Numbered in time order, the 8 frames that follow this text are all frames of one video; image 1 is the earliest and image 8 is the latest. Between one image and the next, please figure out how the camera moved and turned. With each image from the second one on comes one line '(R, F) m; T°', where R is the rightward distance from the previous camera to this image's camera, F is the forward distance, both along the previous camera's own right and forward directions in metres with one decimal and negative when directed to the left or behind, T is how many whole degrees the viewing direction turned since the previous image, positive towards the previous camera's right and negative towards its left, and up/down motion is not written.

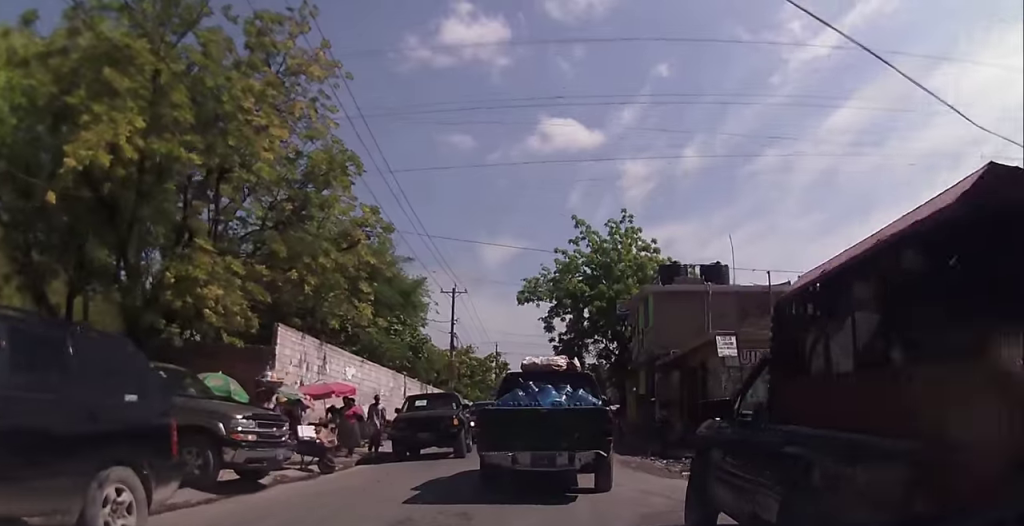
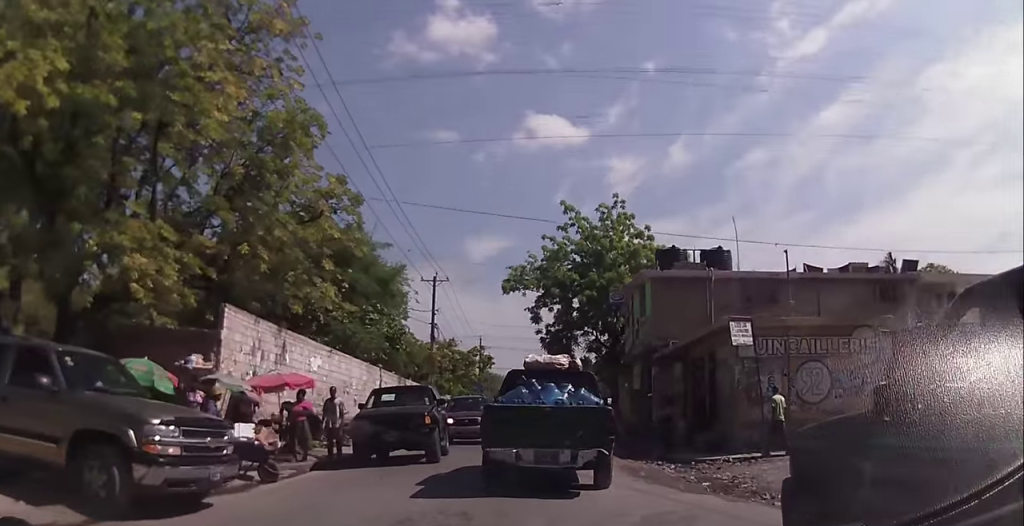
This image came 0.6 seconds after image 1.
(0.0, +2.6) m; -1°
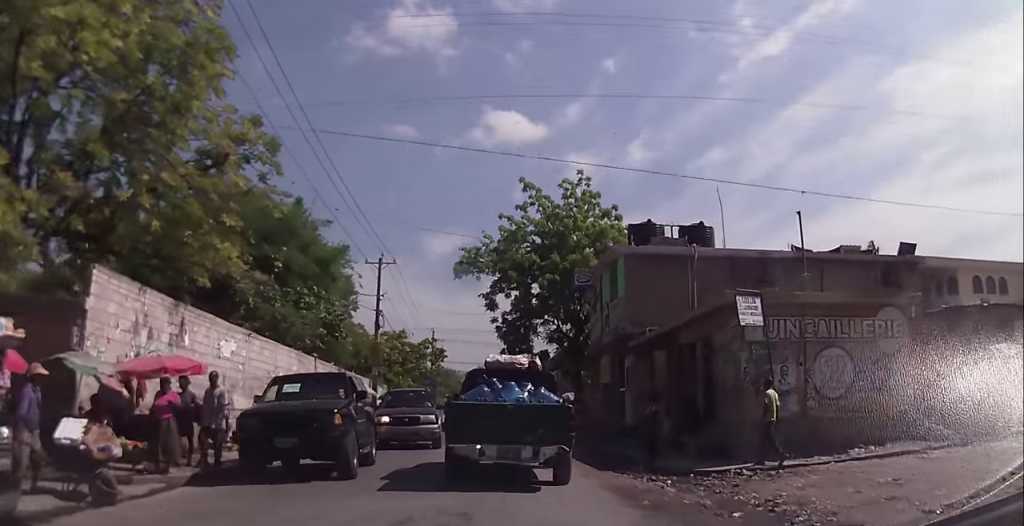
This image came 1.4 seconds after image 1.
(0.0, +4.0) m; +1°
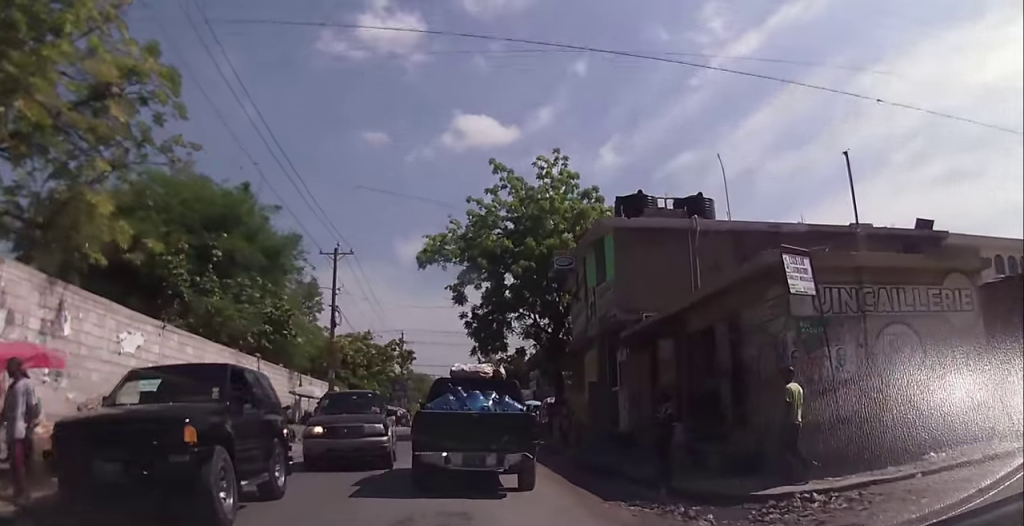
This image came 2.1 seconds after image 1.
(0.0, +4.0) m; +2°
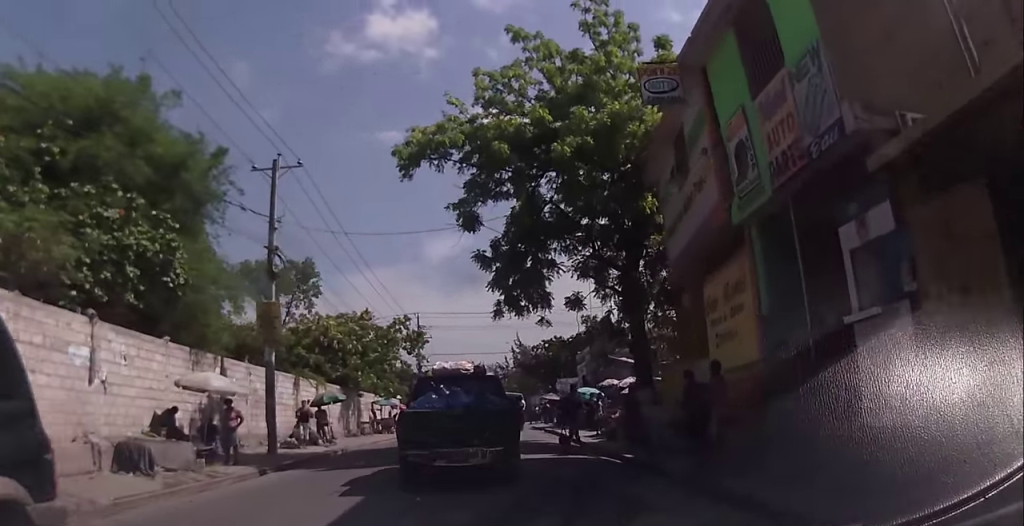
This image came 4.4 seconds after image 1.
(-0.1, +12.8) m; -5°
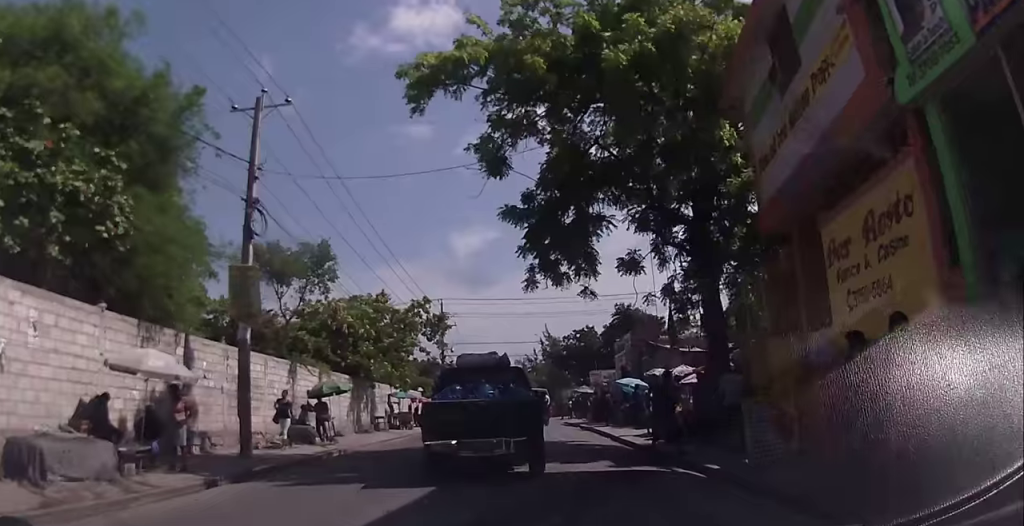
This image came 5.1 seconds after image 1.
(-0.1, +4.1) m; -2°
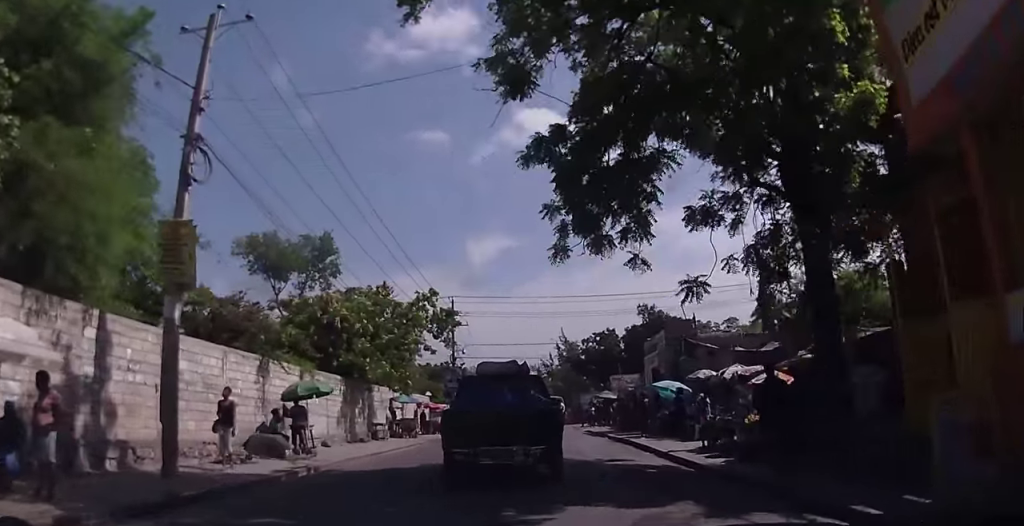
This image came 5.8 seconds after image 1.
(-0.2, +4.3) m; 0°
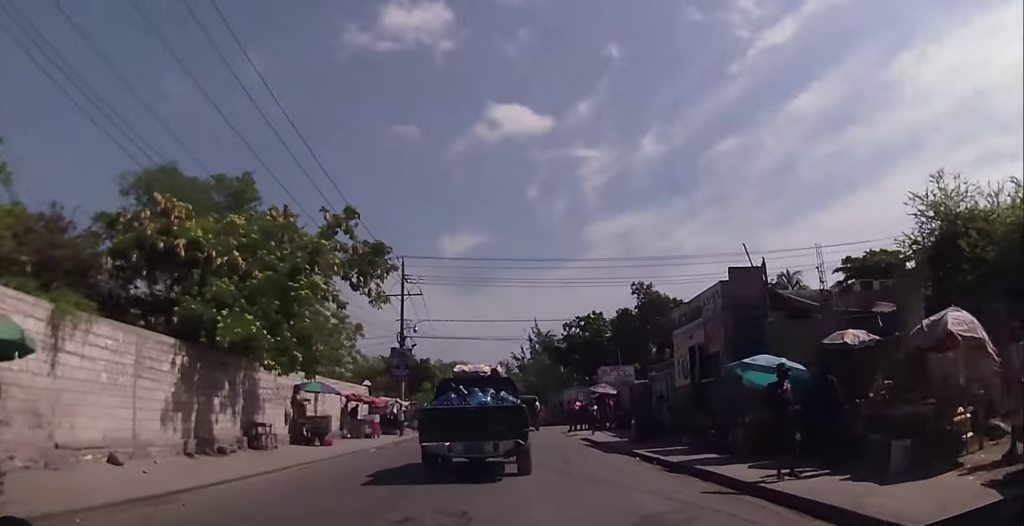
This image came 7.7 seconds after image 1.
(+0.8, +12.3) m; +4°
